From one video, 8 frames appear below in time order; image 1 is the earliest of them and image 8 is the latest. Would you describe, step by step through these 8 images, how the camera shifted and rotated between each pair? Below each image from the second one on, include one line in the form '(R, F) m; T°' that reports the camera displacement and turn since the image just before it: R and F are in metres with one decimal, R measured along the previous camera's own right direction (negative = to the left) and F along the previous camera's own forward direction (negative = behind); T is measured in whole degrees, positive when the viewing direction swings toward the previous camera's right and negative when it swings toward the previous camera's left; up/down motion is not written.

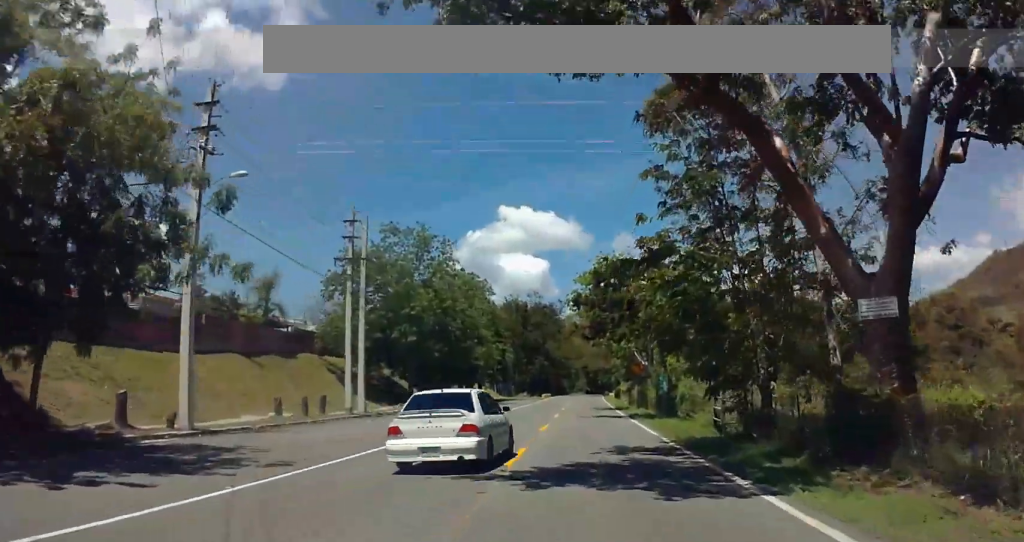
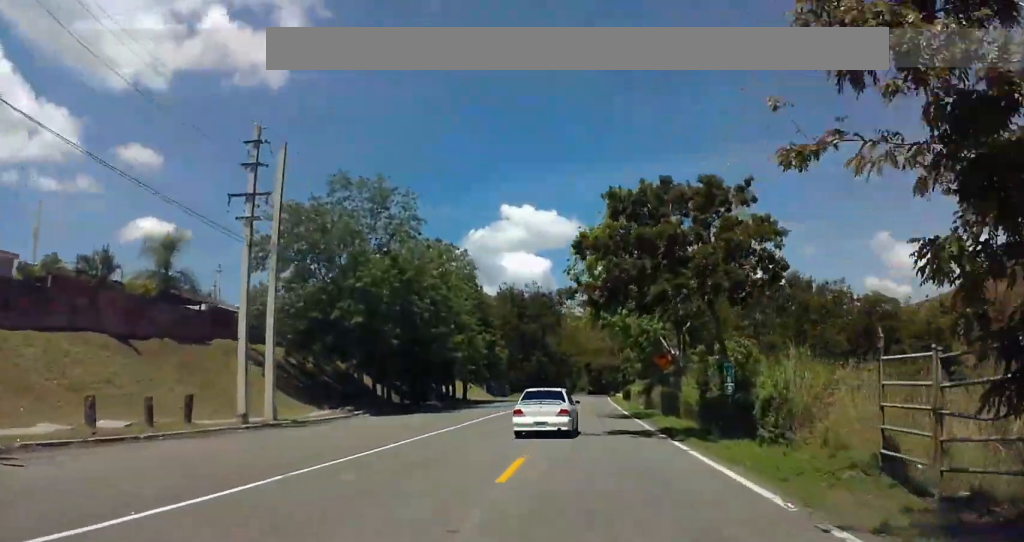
(-0.6, +14.3) m; -3°
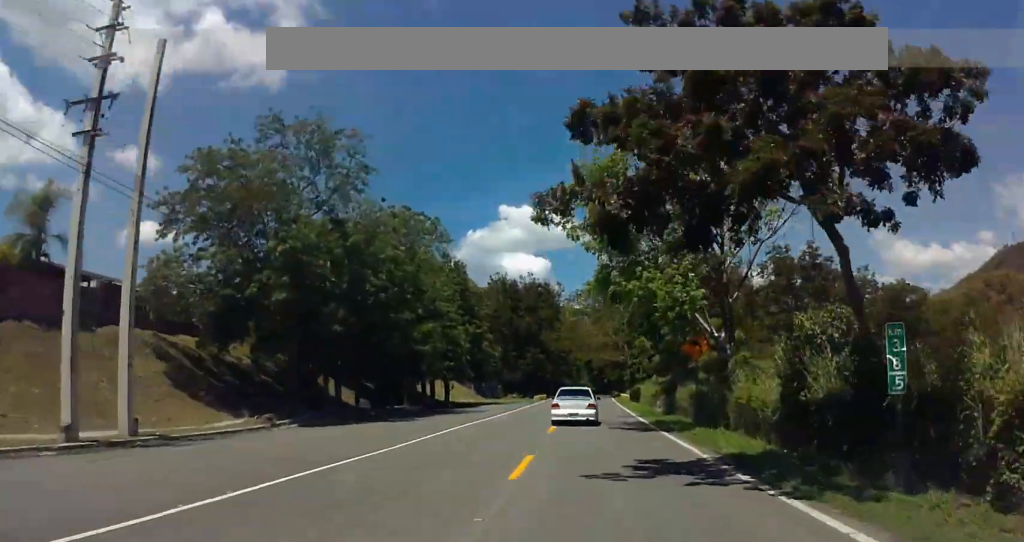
(-0.1, +11.1) m; 0°
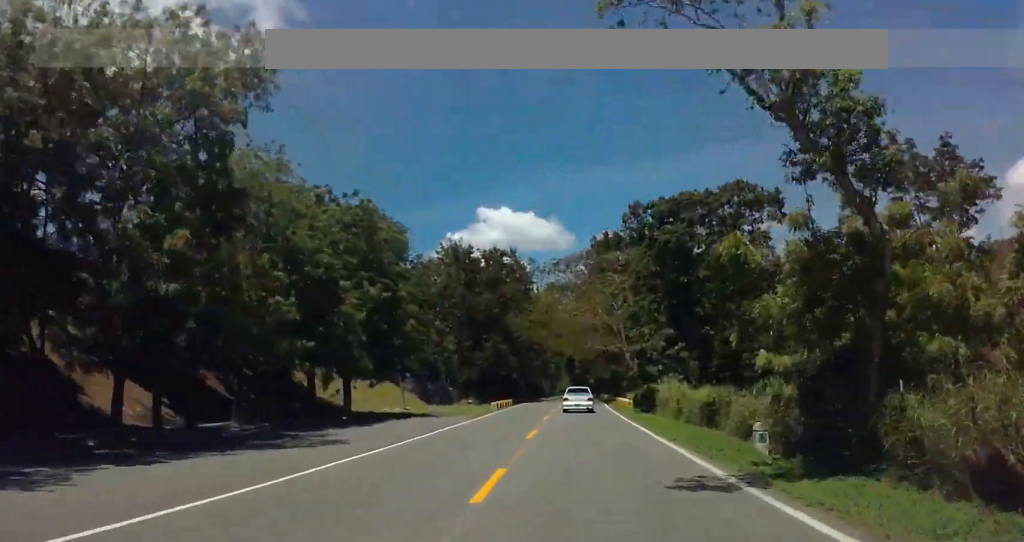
(+0.1, +26.0) m; 0°
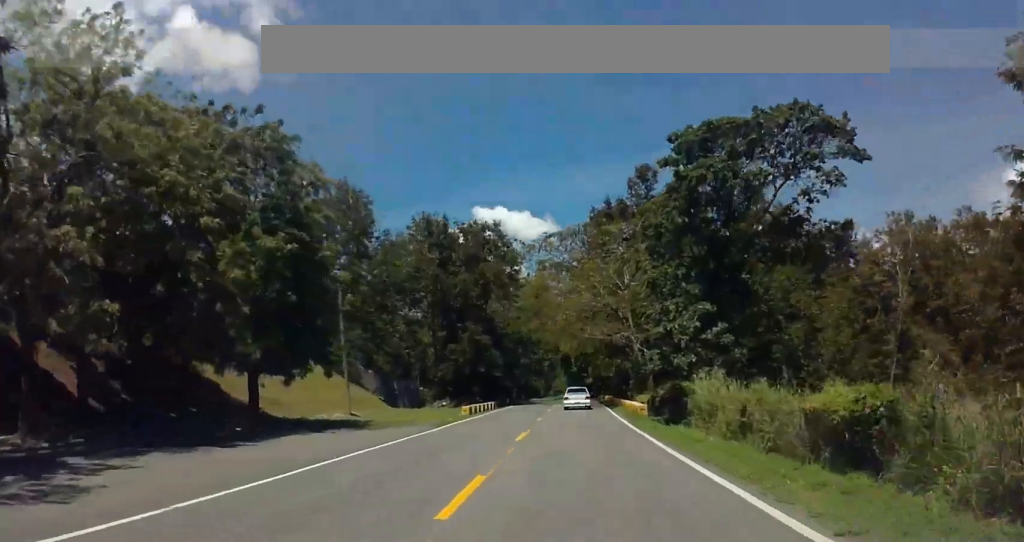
(+0.1, +12.9) m; 0°
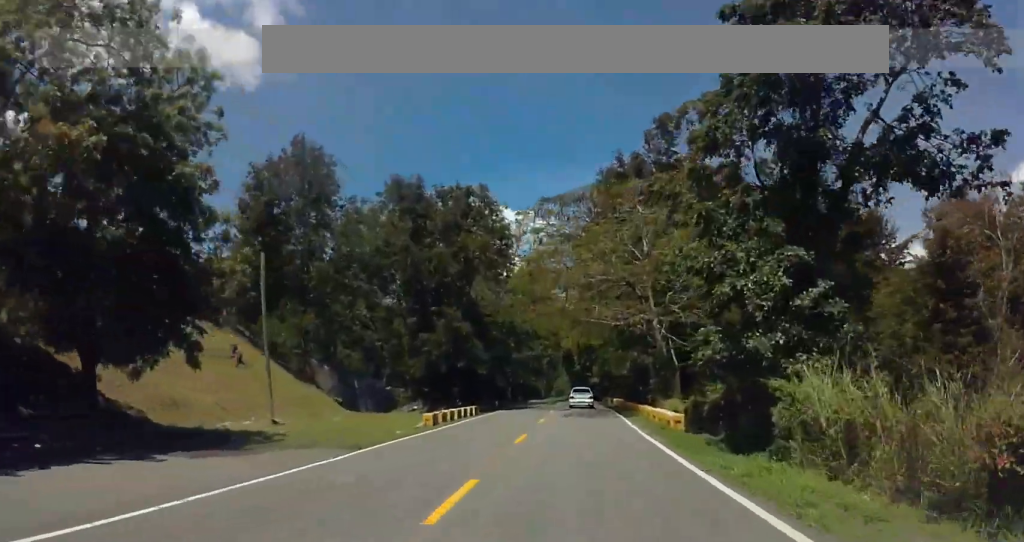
(-0.1, +12.2) m; -1°
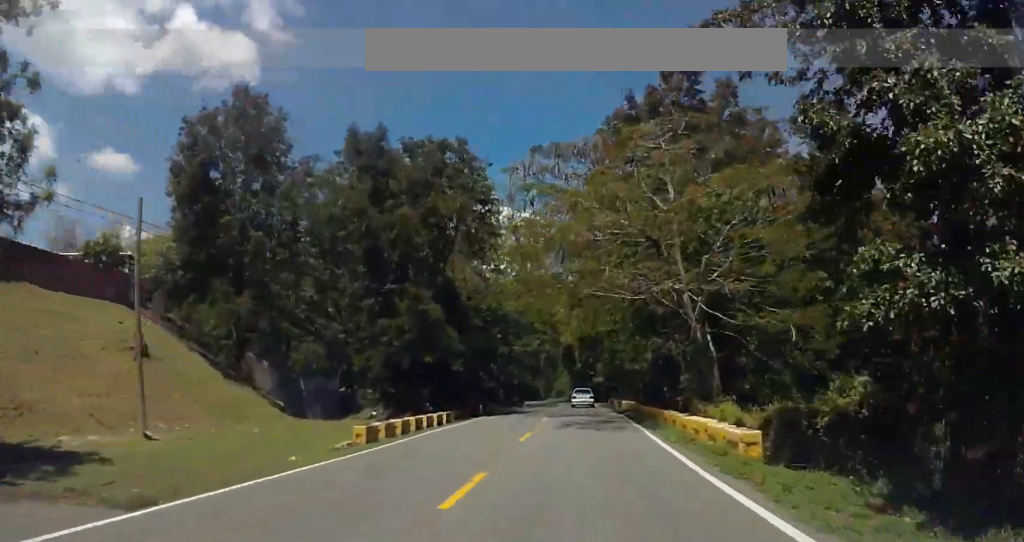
(0.0, +10.8) m; 0°
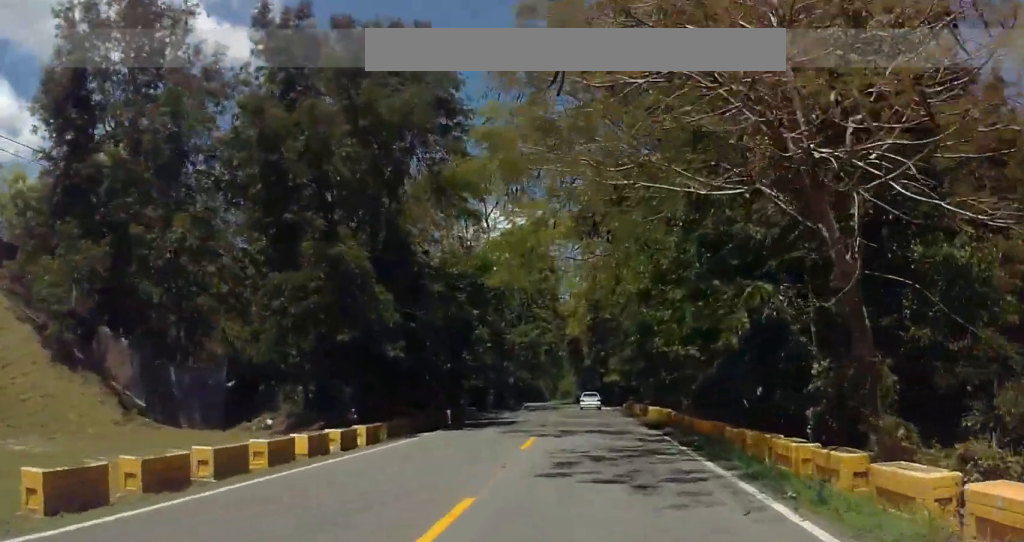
(0.0, +14.9) m; 0°
